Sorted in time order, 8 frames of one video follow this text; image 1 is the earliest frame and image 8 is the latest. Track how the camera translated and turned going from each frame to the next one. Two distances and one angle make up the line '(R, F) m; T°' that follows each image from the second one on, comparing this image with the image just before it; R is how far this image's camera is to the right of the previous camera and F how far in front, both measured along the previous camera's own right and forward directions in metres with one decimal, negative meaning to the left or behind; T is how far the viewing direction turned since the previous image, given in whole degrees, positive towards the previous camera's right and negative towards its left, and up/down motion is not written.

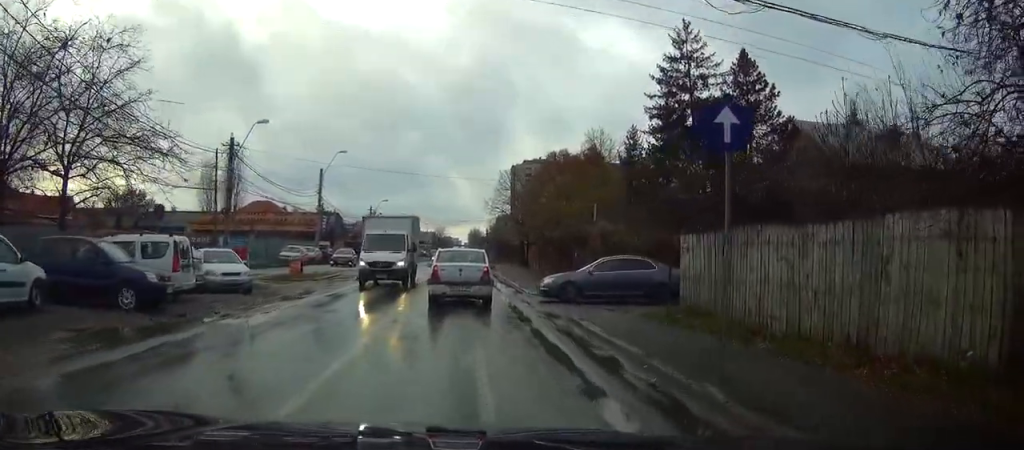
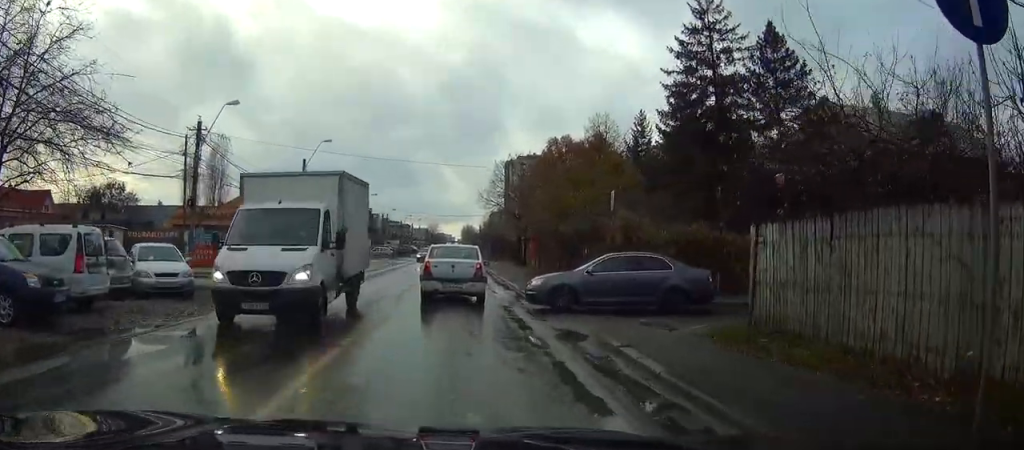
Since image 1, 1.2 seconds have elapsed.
(-0.1, +4.8) m; 0°
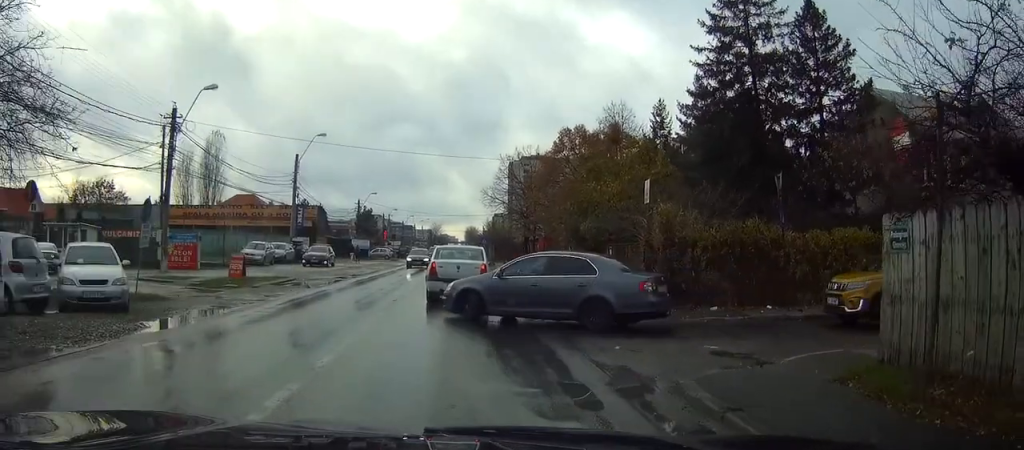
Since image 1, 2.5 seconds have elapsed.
(+0.1, +4.4) m; 0°
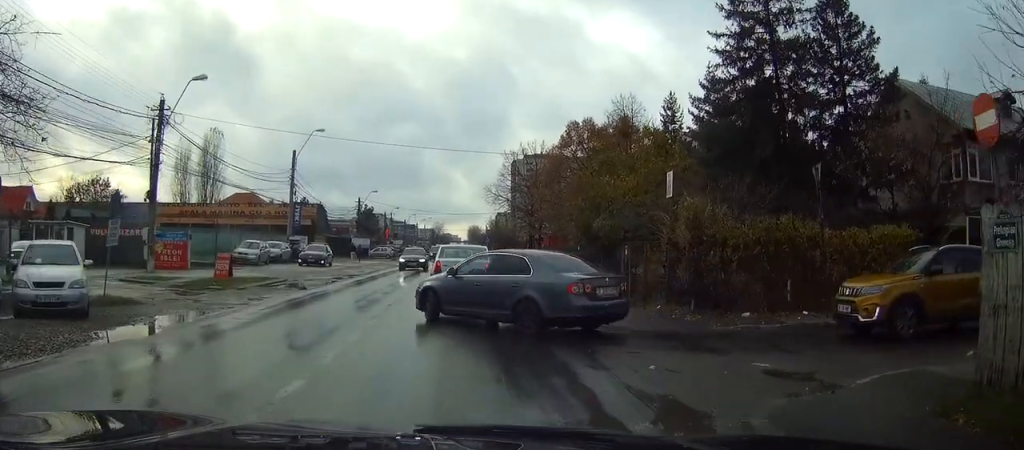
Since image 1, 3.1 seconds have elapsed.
(0.0, +2.0) m; -1°
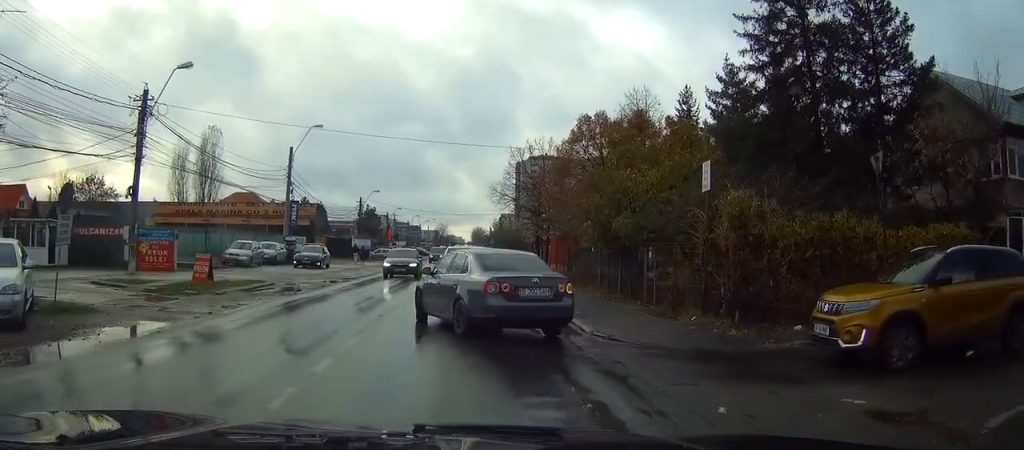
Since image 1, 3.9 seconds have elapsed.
(0.0, +2.4) m; -2°
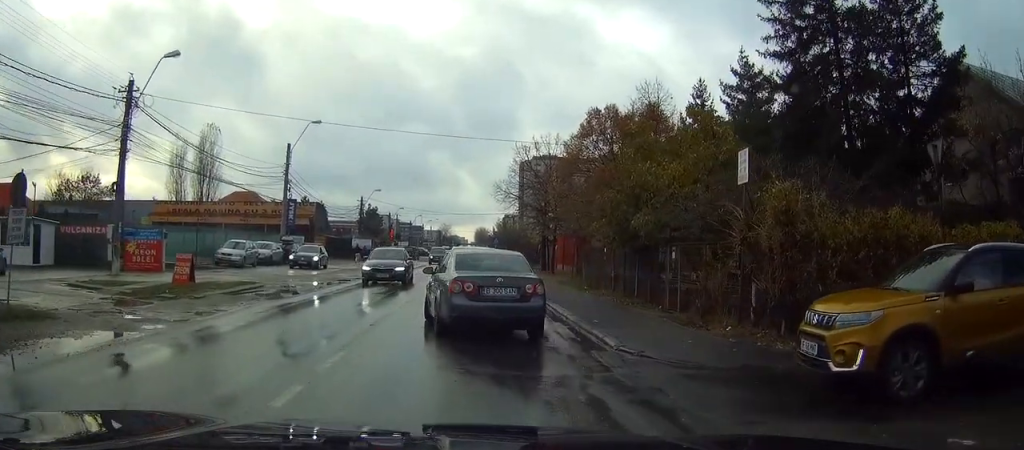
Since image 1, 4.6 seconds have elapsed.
(-0.1, +1.7) m; 0°
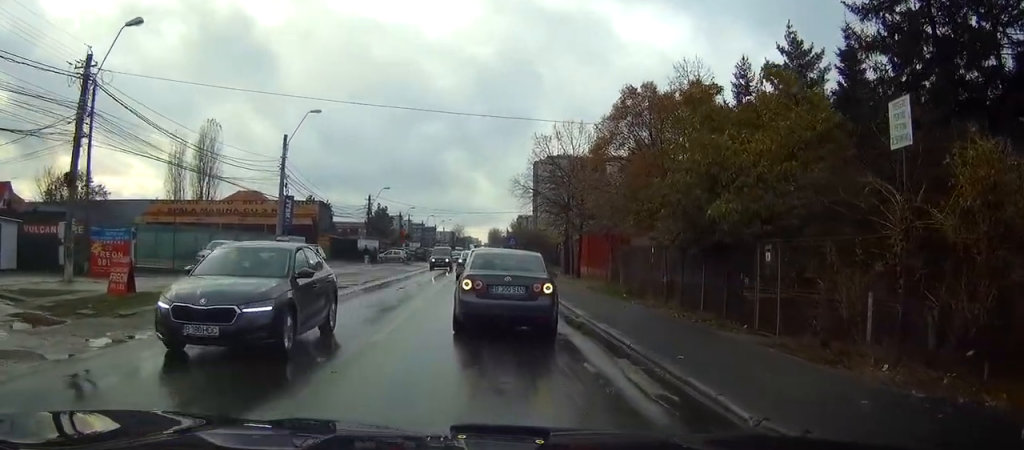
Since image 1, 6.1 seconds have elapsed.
(+0.1, +4.5) m; 0°
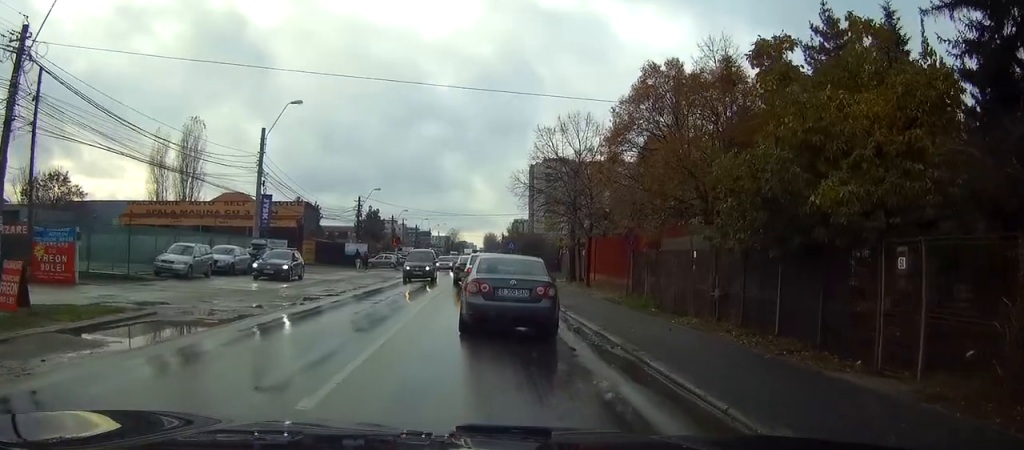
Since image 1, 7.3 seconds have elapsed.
(-0.1, +4.4) m; +2°
